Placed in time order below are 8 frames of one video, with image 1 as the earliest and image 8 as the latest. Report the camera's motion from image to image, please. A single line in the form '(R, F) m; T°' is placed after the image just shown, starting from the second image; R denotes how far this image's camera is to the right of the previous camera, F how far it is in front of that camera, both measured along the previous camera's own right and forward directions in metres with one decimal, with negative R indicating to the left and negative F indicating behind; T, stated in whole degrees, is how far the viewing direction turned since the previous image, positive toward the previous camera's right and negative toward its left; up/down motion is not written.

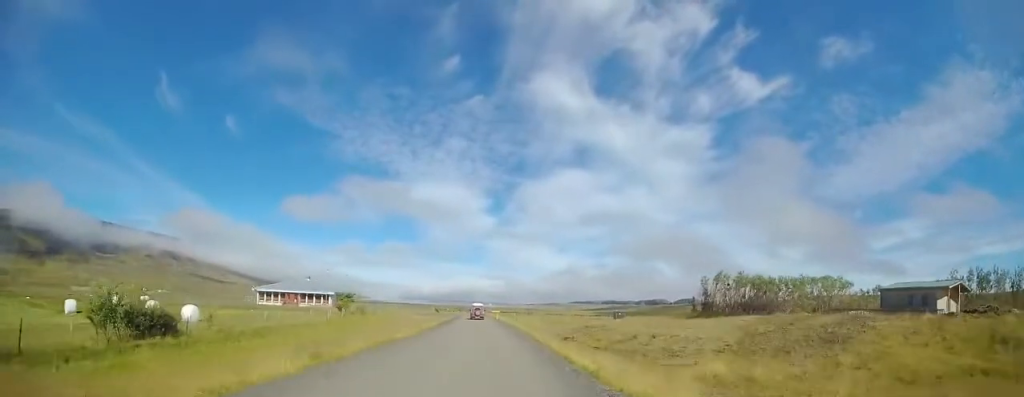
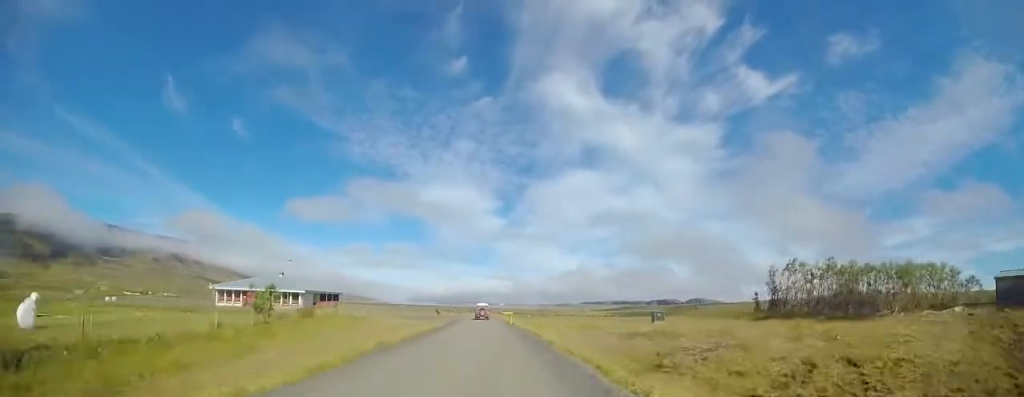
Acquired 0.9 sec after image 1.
(-0.2, +16.5) m; -1°
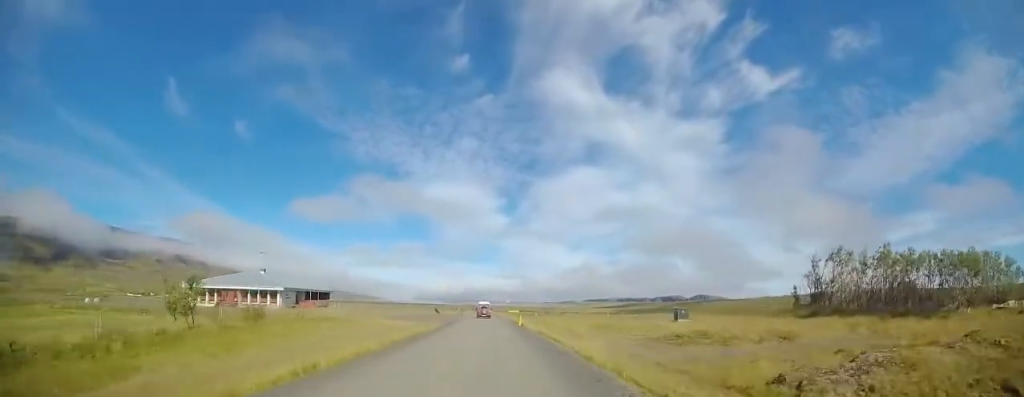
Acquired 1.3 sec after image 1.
(0.0, +8.0) m; -1°
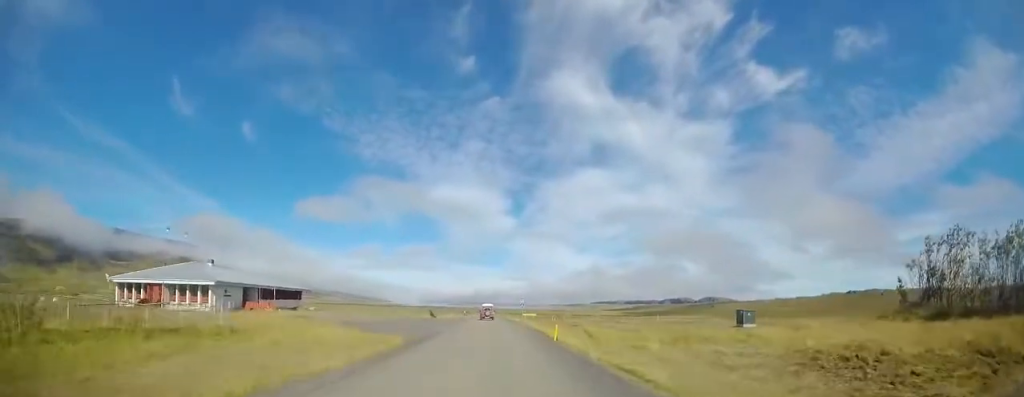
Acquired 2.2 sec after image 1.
(-0.2, +17.1) m; -1°
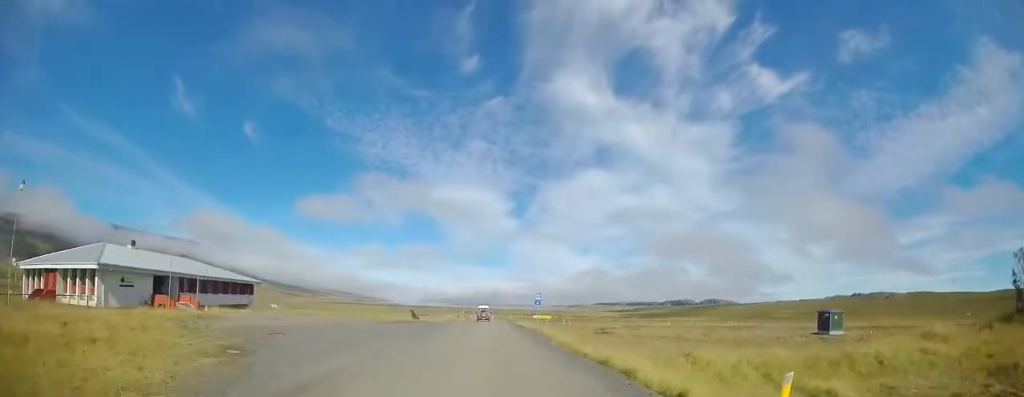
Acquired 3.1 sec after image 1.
(-0.2, +16.1) m; -1°
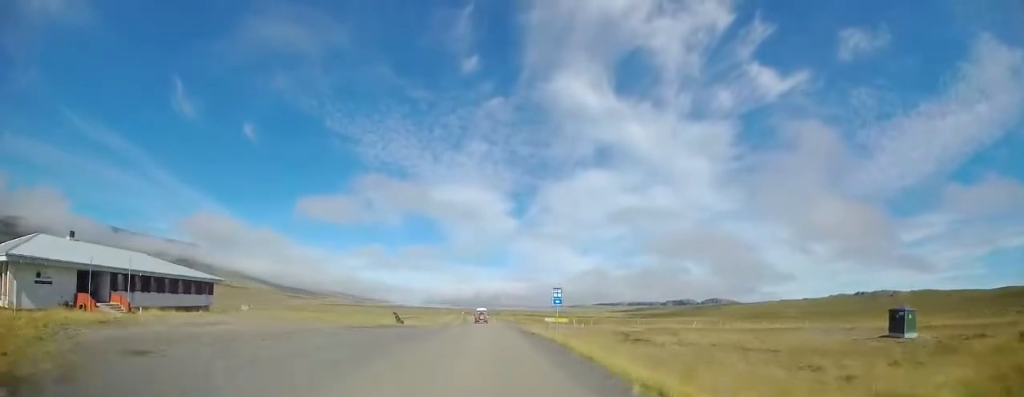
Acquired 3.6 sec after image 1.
(-0.1, +9.7) m; 0°
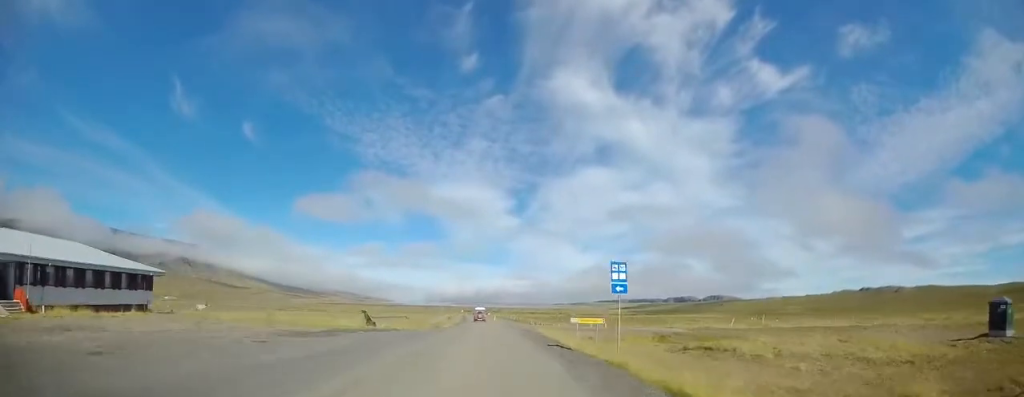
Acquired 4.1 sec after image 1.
(0.0, +11.0) m; 0°
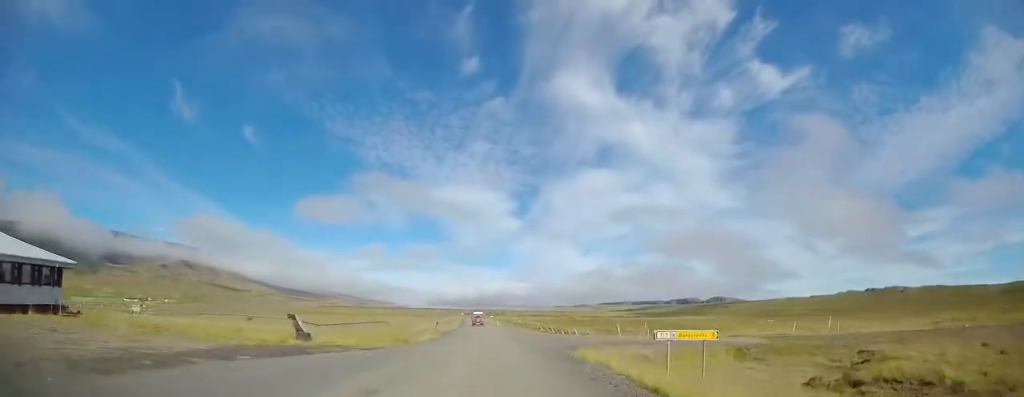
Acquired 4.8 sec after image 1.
(+0.1, +12.3) m; -1°
